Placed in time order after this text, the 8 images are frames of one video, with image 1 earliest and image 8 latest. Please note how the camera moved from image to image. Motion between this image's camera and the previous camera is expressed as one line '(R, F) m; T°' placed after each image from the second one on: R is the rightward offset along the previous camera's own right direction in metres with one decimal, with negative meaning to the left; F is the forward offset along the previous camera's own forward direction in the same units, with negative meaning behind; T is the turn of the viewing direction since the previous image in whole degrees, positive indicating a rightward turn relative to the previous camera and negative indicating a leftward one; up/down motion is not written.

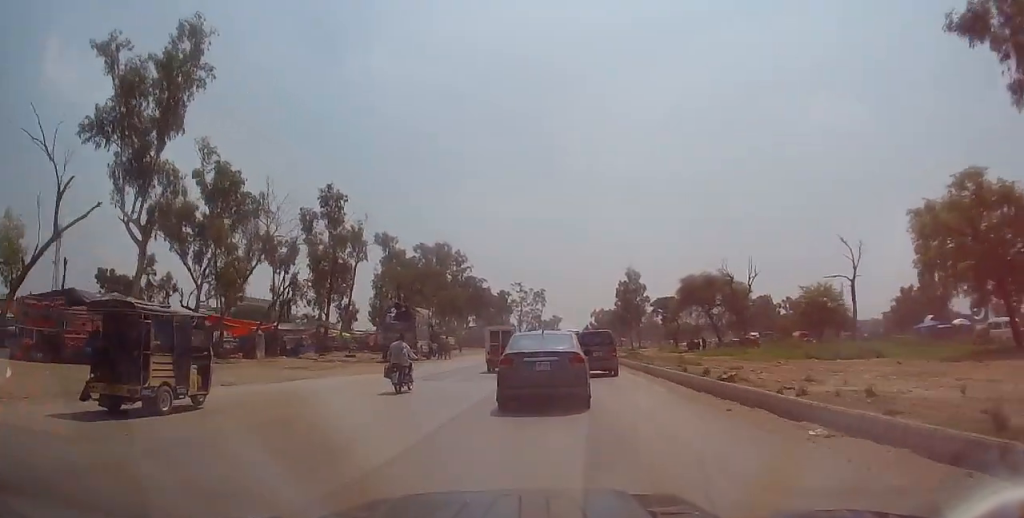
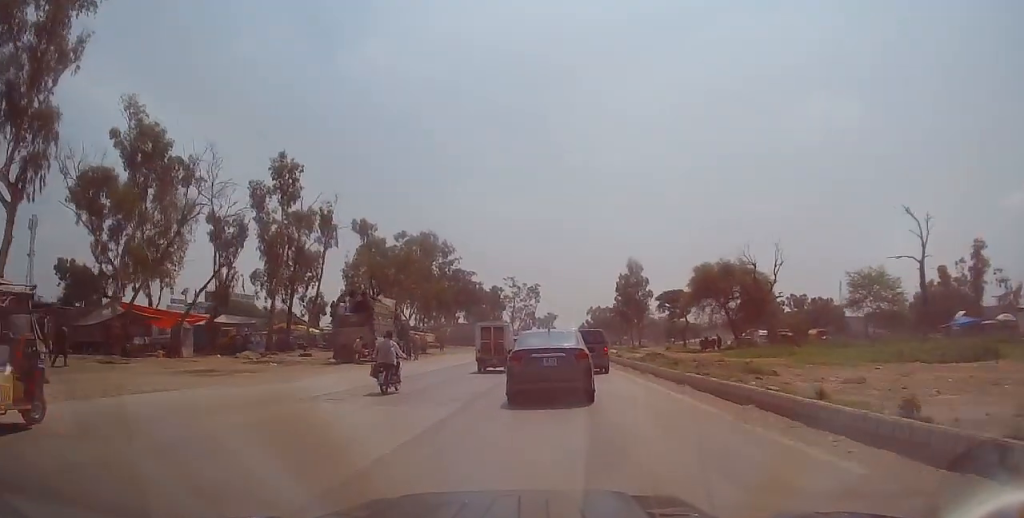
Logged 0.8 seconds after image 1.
(+0.2, +9.4) m; -1°
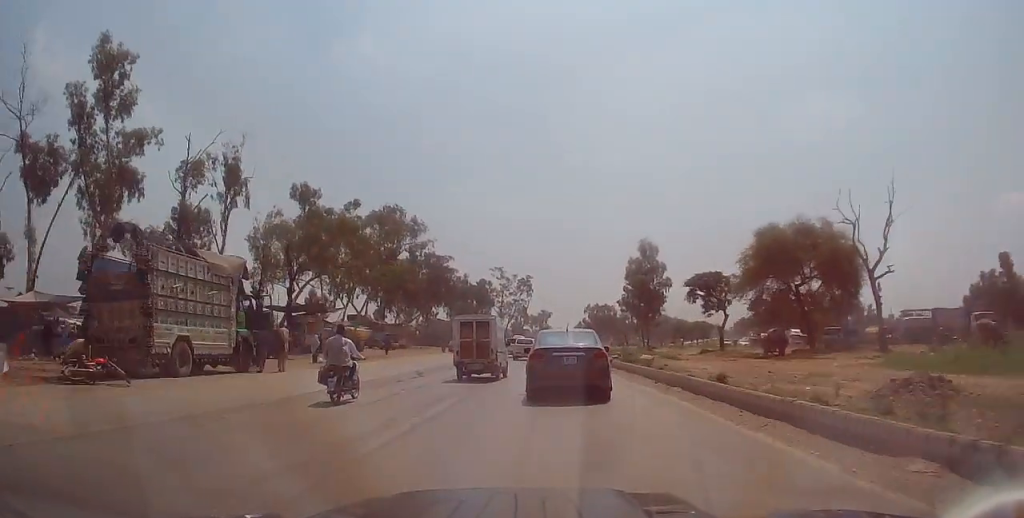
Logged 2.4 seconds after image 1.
(-0.2, +21.0) m; 0°
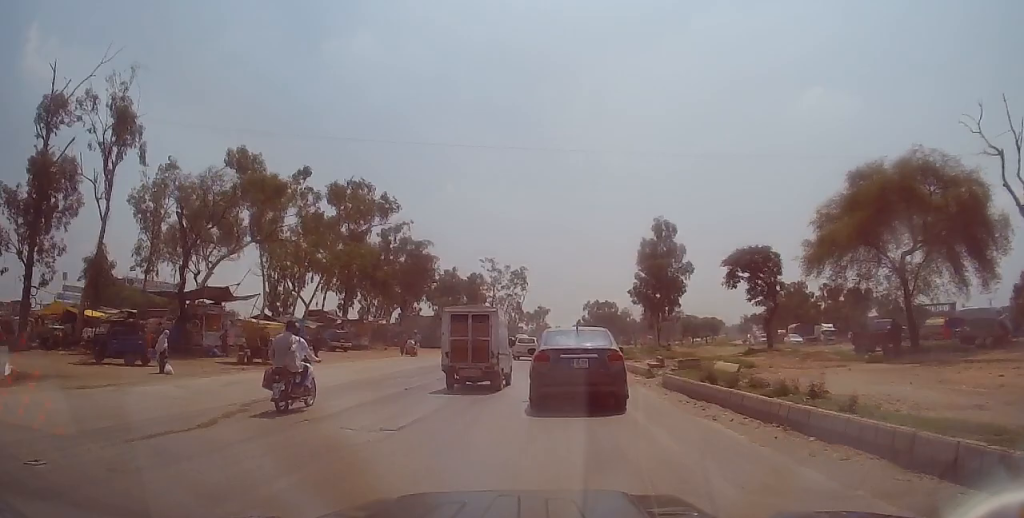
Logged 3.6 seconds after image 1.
(-0.2, +14.6) m; +1°
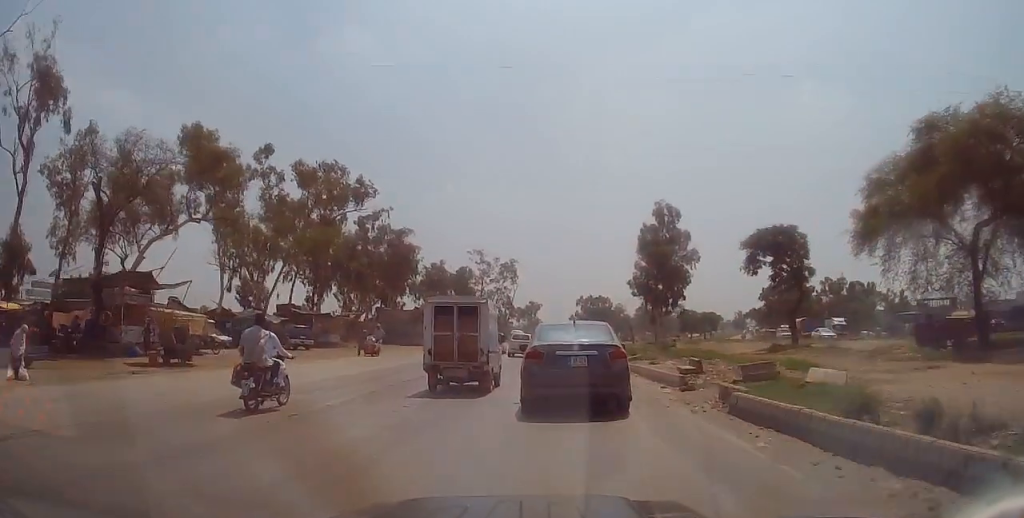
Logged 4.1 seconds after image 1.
(0.0, +6.6) m; +1°
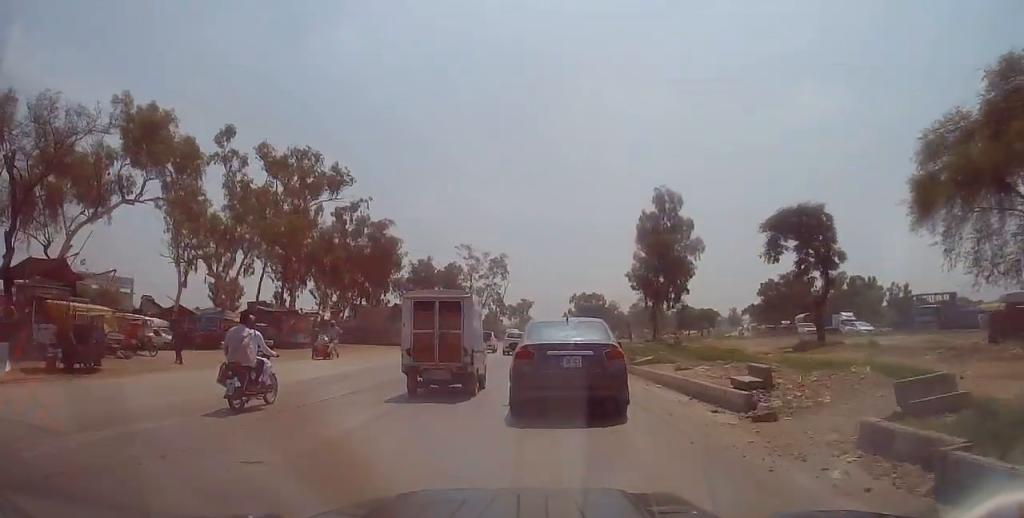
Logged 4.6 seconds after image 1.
(+0.3, +5.5) m; +1°
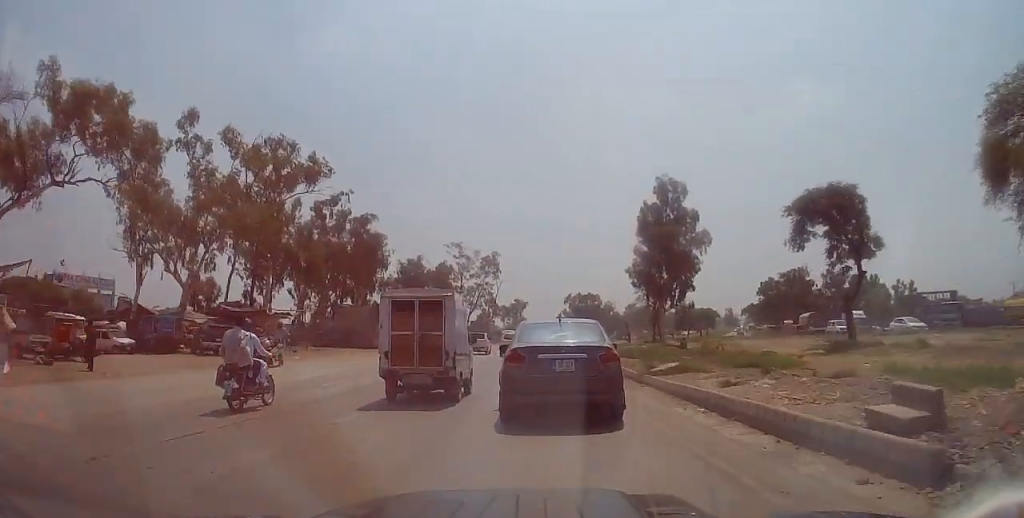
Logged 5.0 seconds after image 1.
(+0.1, +4.9) m; +1°
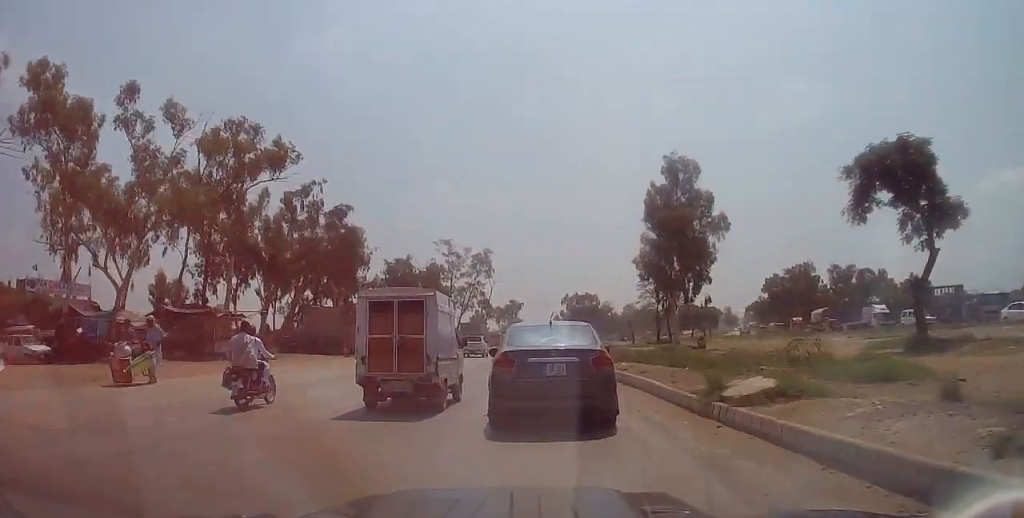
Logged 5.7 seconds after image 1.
(-0.1, +7.1) m; 0°
